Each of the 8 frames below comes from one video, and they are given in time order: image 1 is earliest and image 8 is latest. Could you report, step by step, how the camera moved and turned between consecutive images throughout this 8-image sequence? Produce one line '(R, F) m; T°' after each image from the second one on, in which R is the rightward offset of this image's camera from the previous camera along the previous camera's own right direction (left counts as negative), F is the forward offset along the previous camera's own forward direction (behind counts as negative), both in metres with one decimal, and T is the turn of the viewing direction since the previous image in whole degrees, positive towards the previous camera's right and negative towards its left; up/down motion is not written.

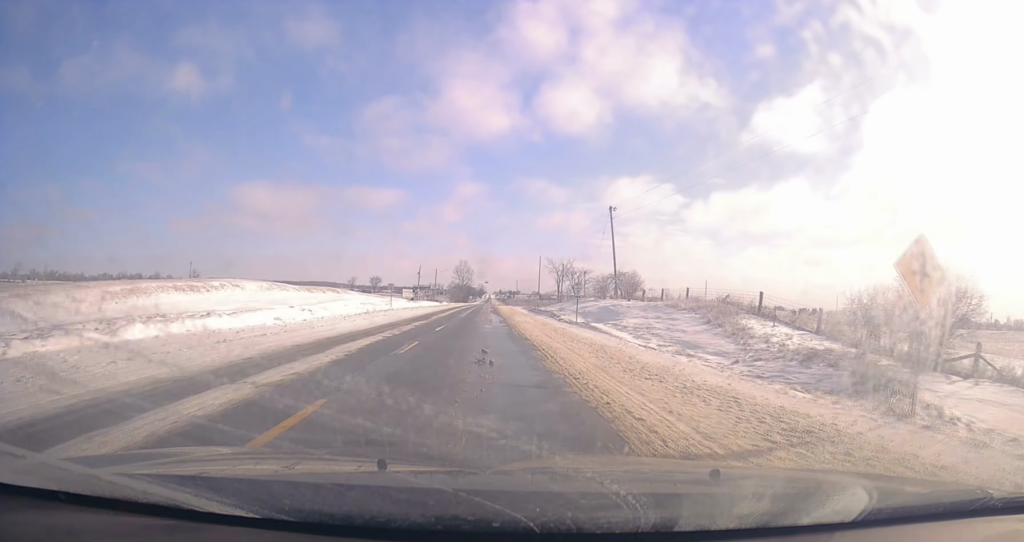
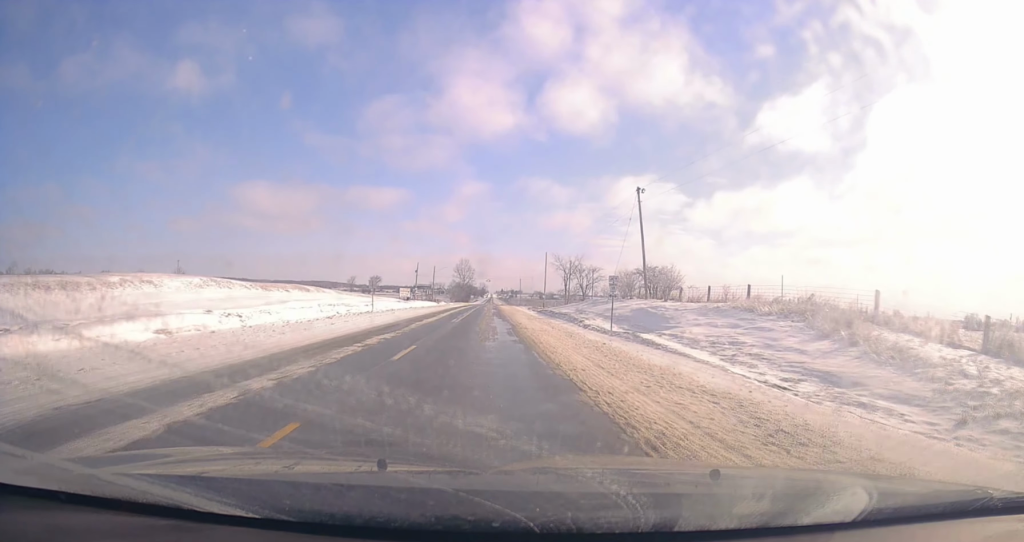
(-0.2, +10.9) m; 0°
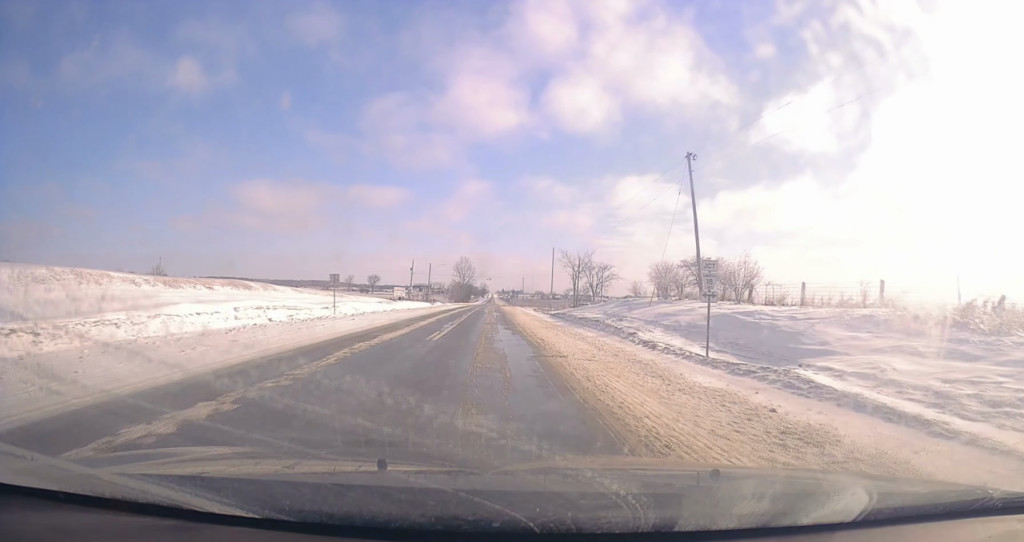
(+0.1, +12.6) m; +1°
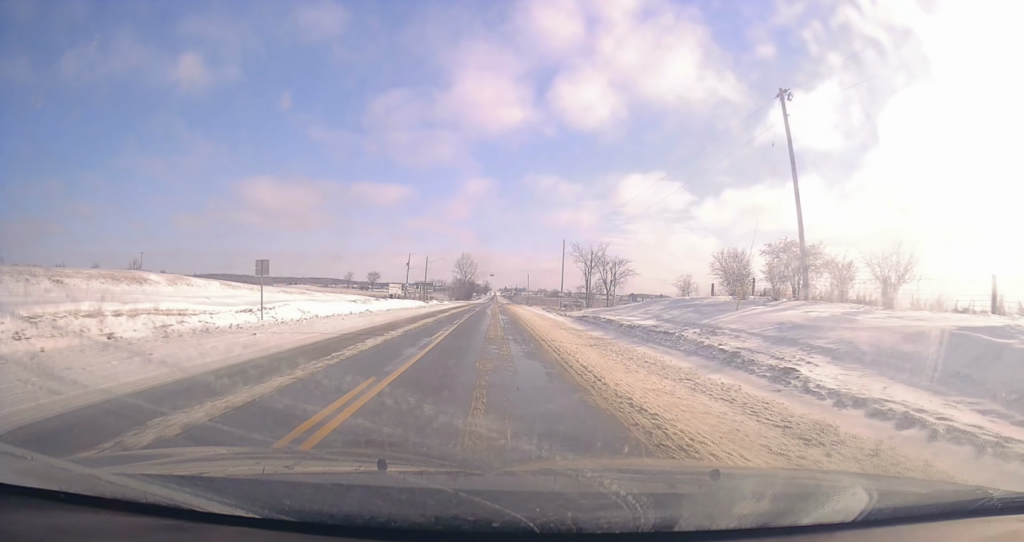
(+0.2, +12.5) m; +1°
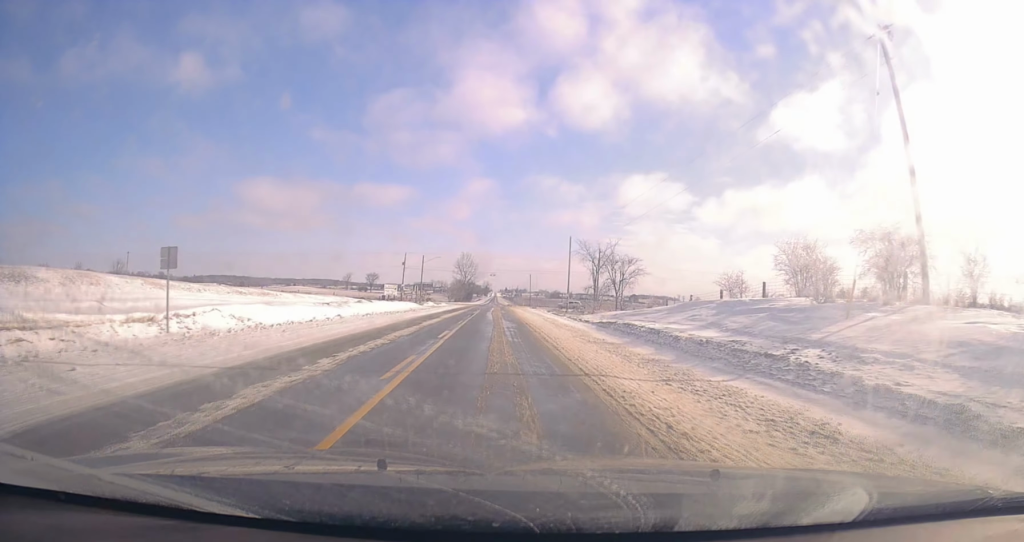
(+0.2, +7.9) m; -1°
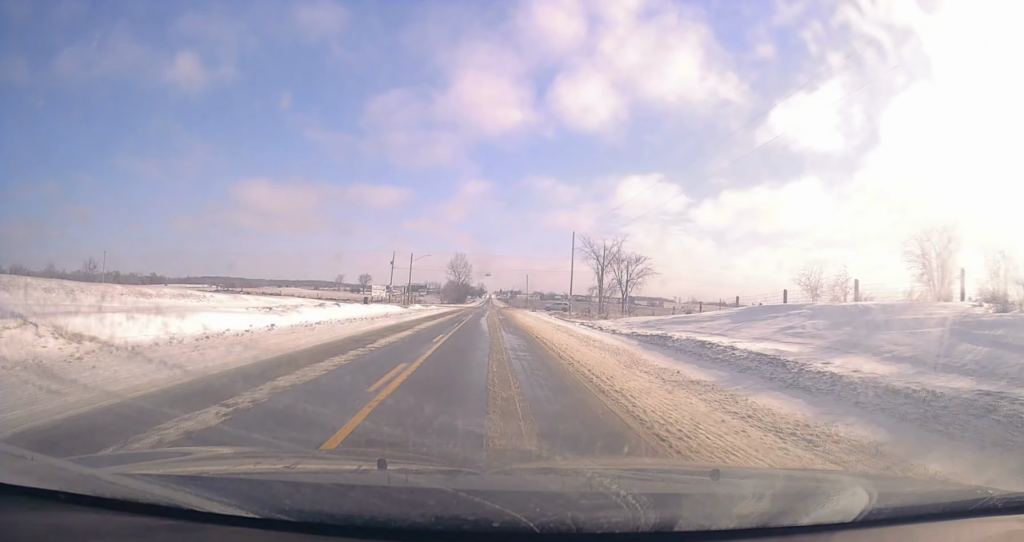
(+0.1, +9.6) m; -1°
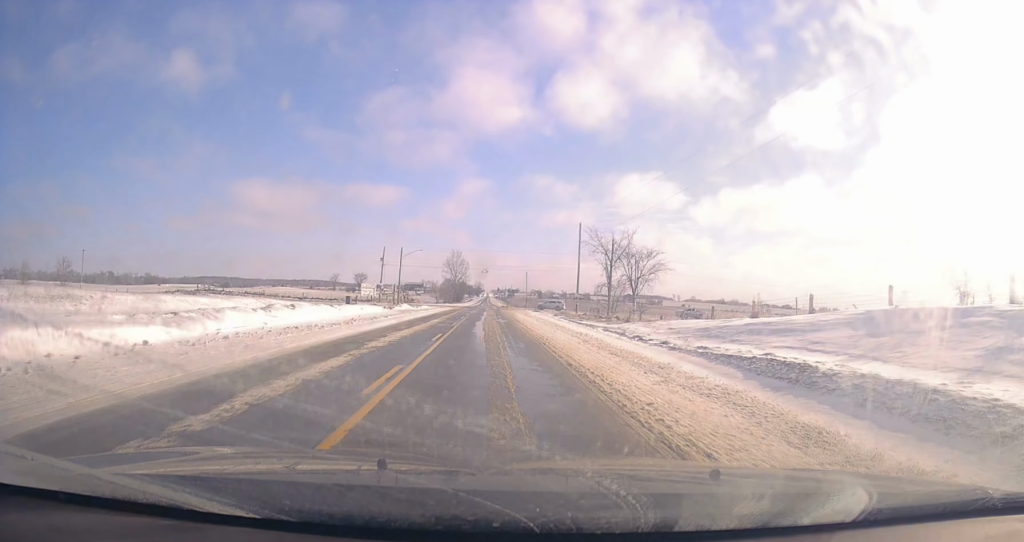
(-0.4, +8.9) m; -1°
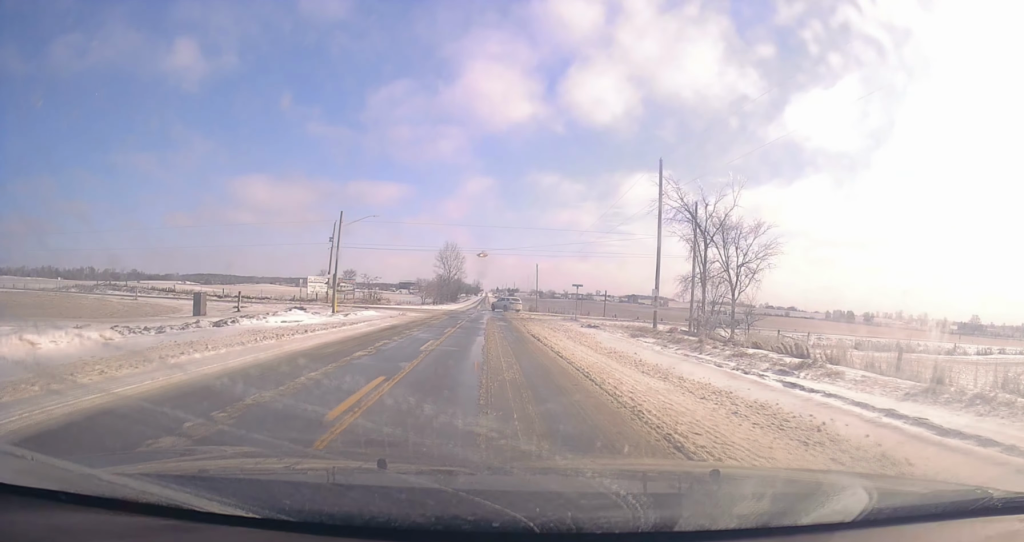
(+1.4, +38.7) m; +2°
